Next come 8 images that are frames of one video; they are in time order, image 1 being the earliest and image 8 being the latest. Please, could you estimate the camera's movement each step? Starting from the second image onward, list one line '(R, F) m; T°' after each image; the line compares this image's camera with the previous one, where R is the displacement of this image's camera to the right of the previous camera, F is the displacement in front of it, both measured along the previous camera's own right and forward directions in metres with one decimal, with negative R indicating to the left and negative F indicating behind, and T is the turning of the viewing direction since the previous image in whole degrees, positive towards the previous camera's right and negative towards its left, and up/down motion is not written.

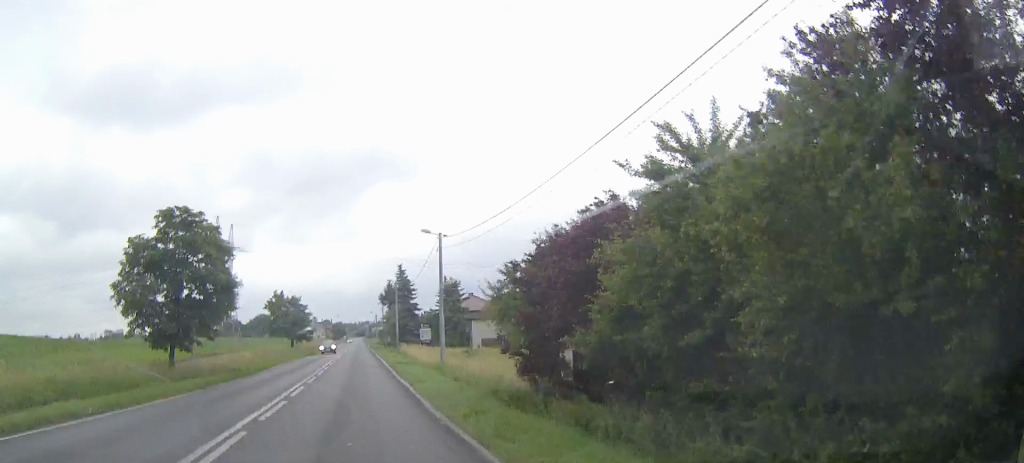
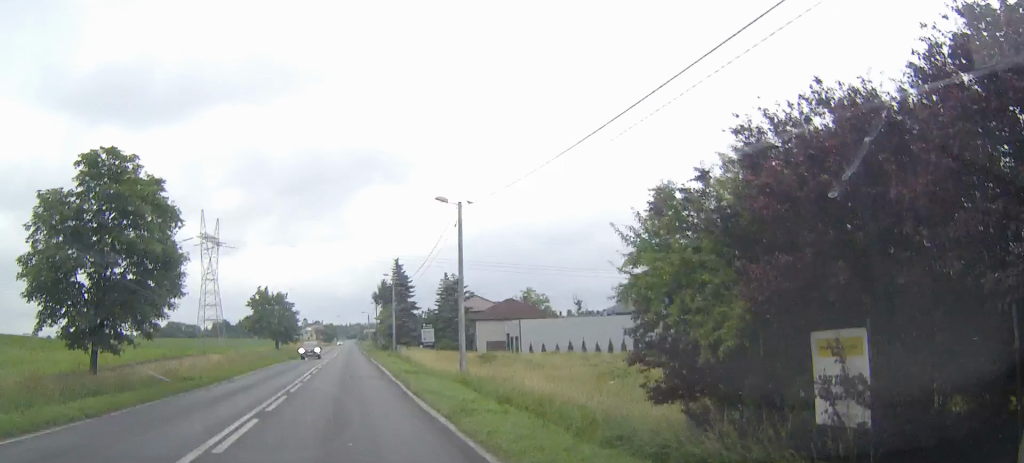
(+0.2, +10.2) m; +1°
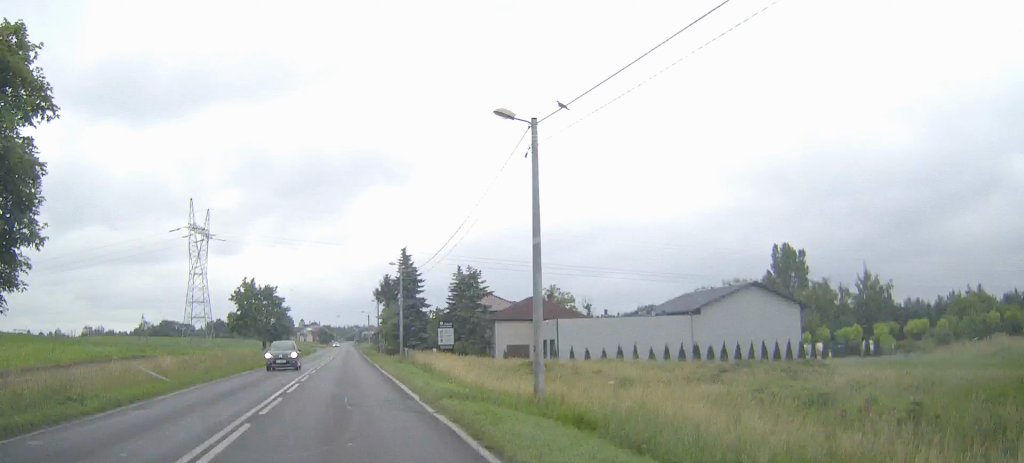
(+0.2, +12.8) m; +1°
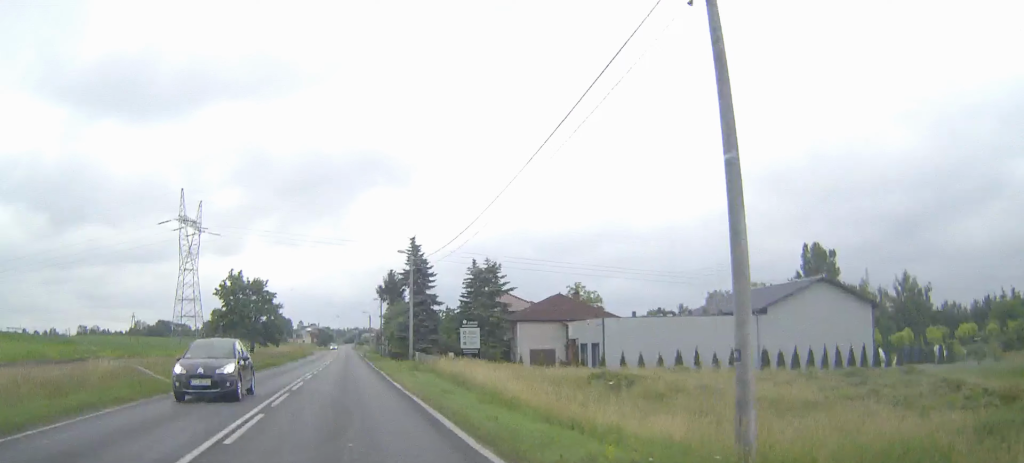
(+0.1, +10.3) m; 0°
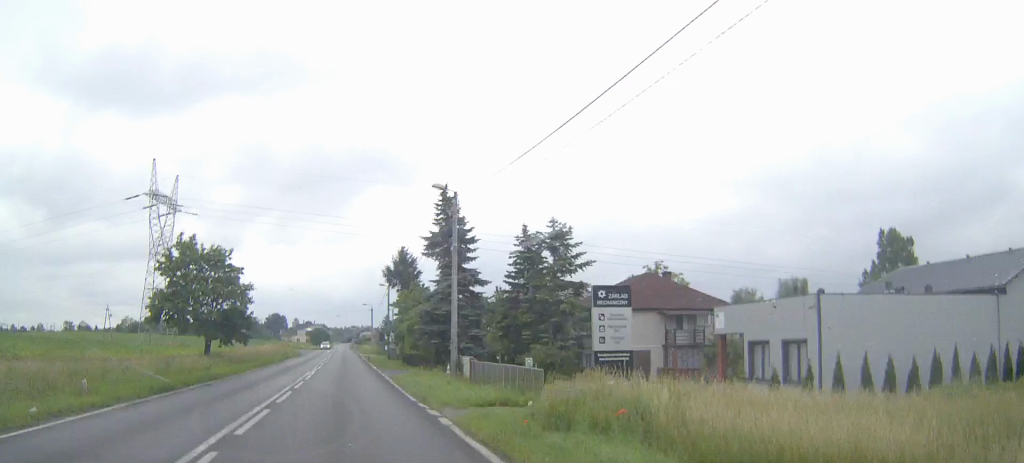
(-0.2, +23.0) m; -1°
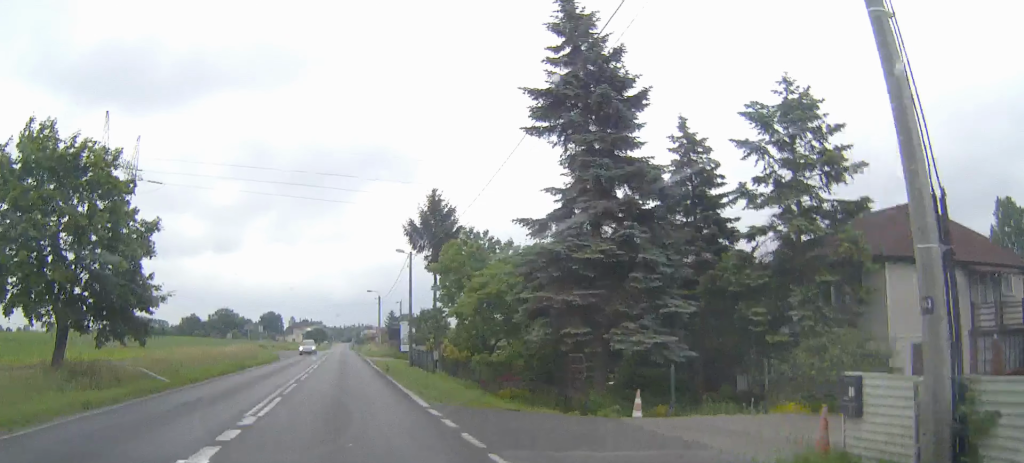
(+0.2, +27.9) m; +1°
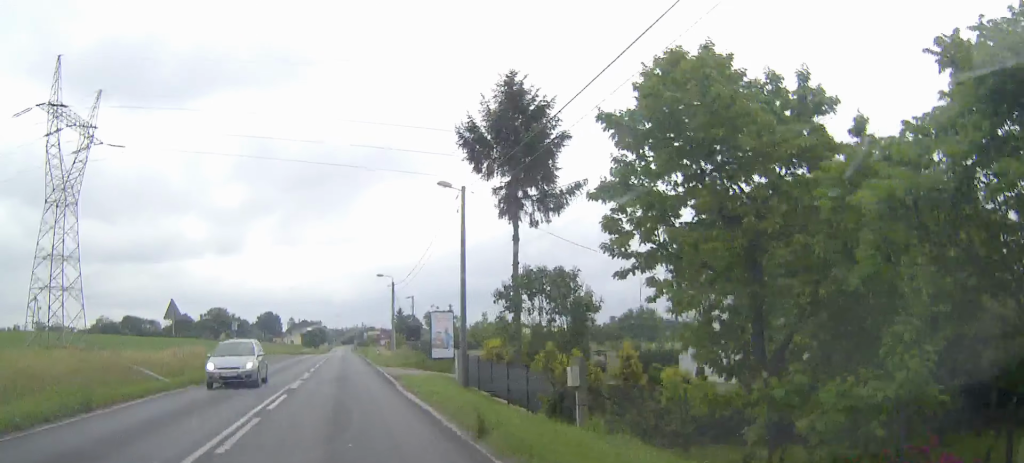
(0.0, +22.0) m; 0°
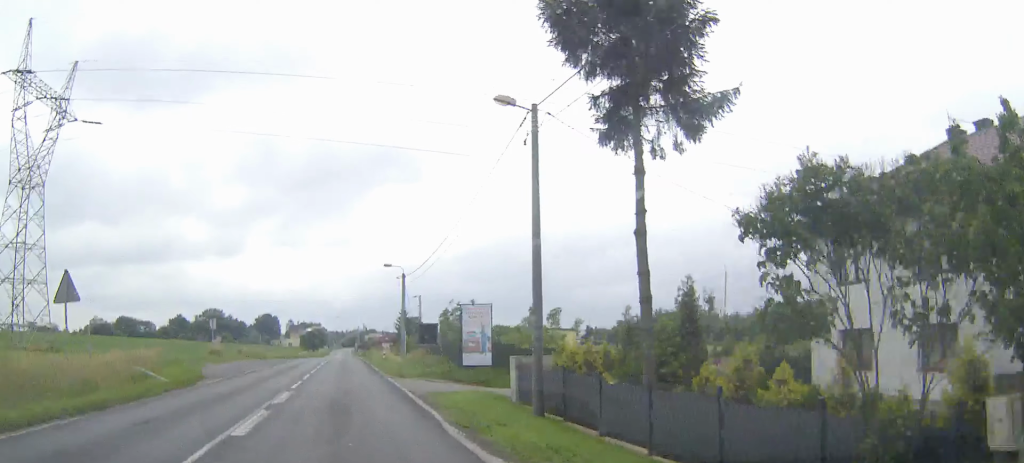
(0.0, +11.4) m; 0°
